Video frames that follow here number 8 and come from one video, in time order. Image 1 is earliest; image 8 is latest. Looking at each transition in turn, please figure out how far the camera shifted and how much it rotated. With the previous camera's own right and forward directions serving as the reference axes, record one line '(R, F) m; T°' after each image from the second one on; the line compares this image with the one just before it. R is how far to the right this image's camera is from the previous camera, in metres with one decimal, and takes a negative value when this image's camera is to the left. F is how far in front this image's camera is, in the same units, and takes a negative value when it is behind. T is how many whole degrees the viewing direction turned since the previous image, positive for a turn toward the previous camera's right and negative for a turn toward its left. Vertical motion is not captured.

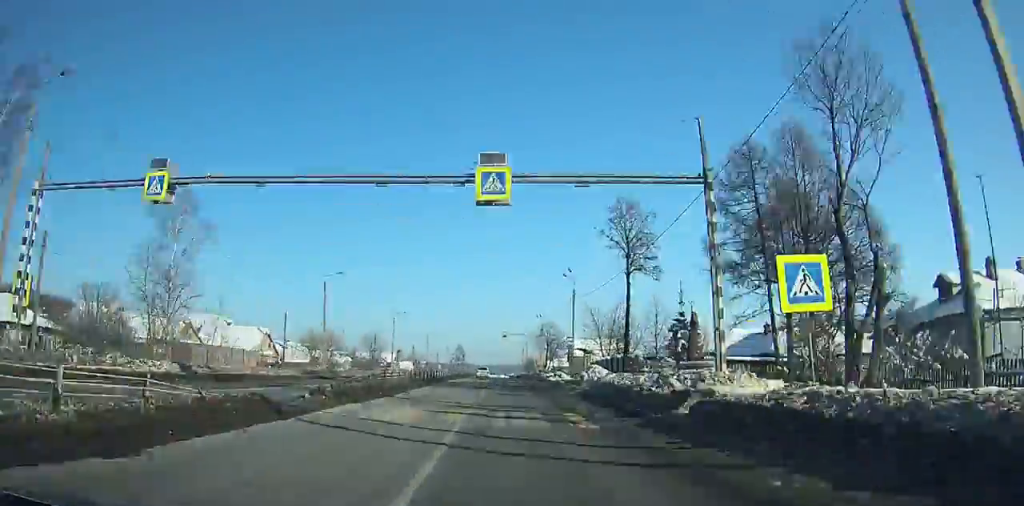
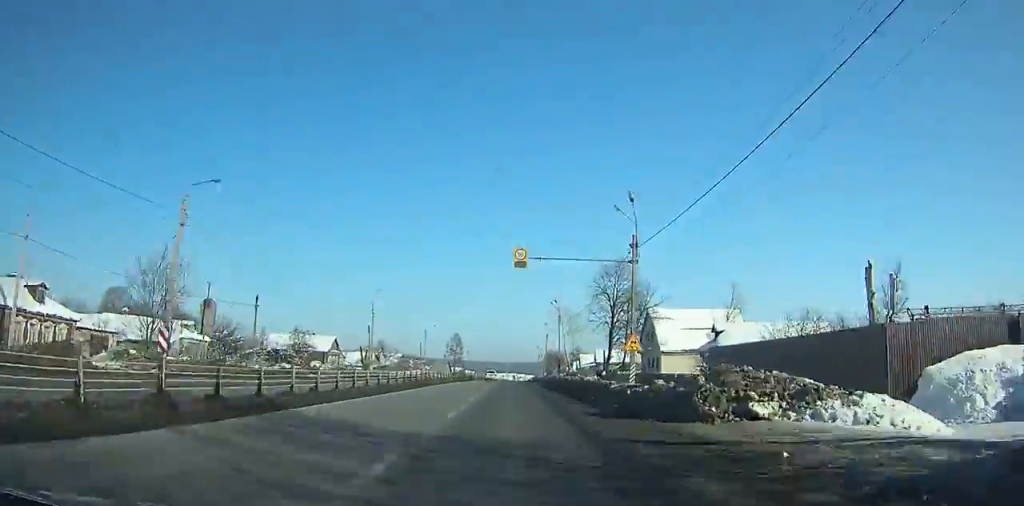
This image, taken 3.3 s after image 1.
(-0.9, +63.6) m; -1°
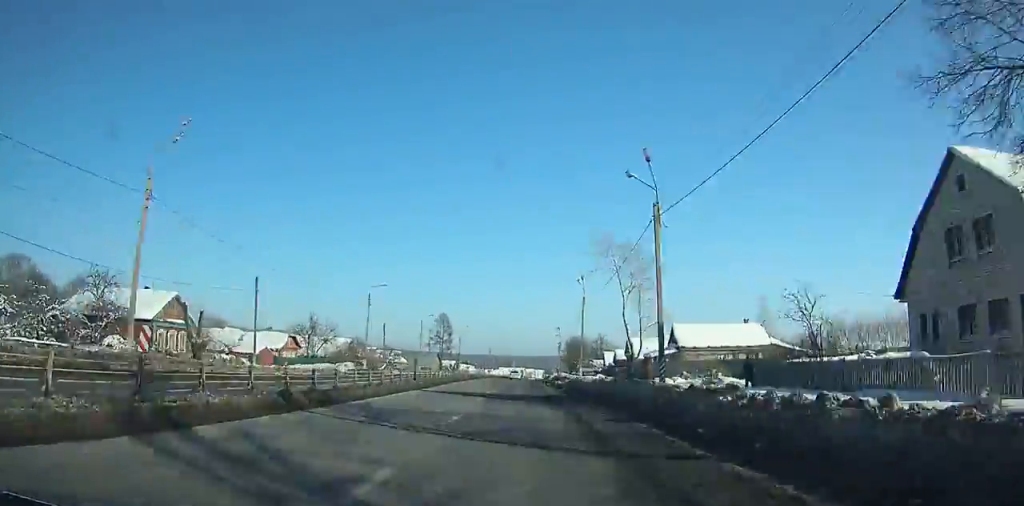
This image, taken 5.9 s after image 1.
(0.0, +49.0) m; 0°
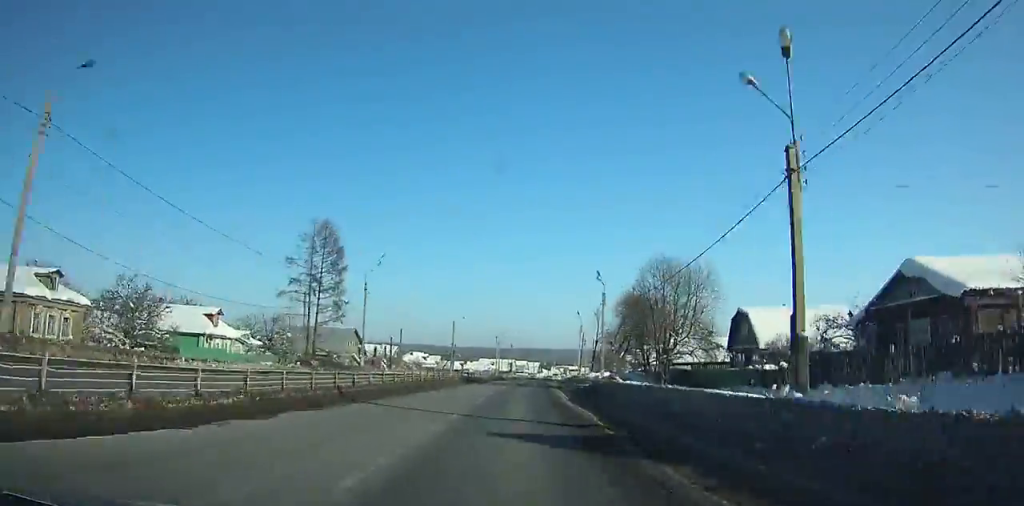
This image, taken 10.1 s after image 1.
(+1.7, +81.1) m; +4°
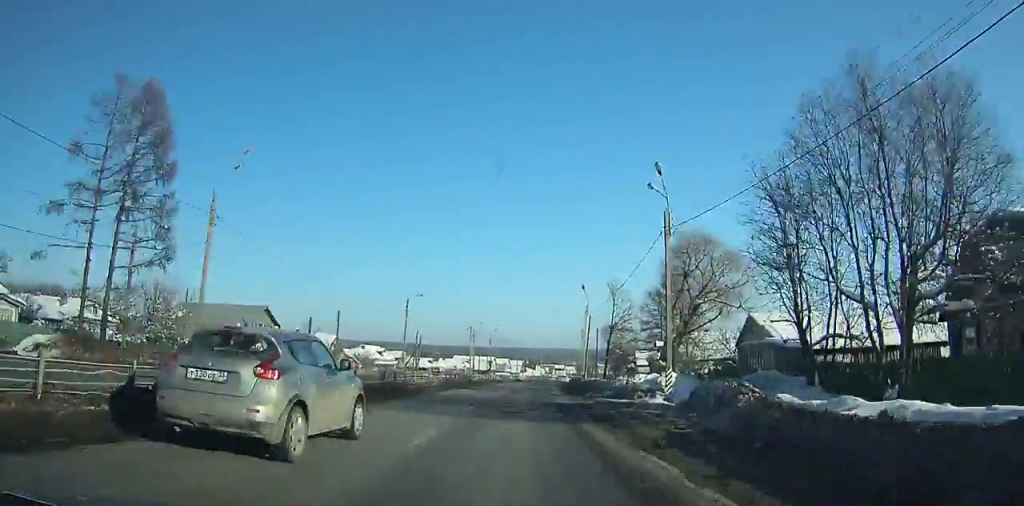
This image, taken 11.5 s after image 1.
(+0.4, +28.1) m; +2°
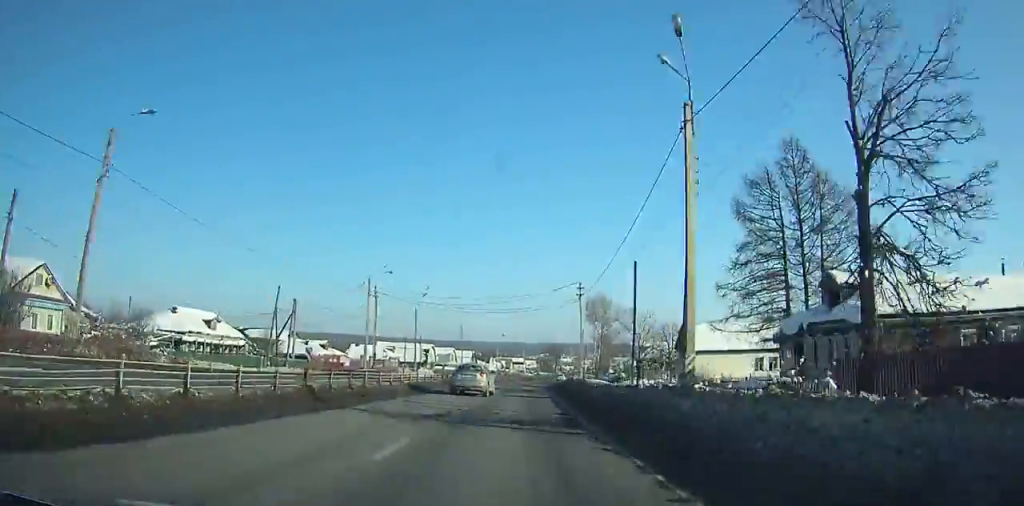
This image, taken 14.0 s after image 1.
(+1.9, +51.9) m; +4°
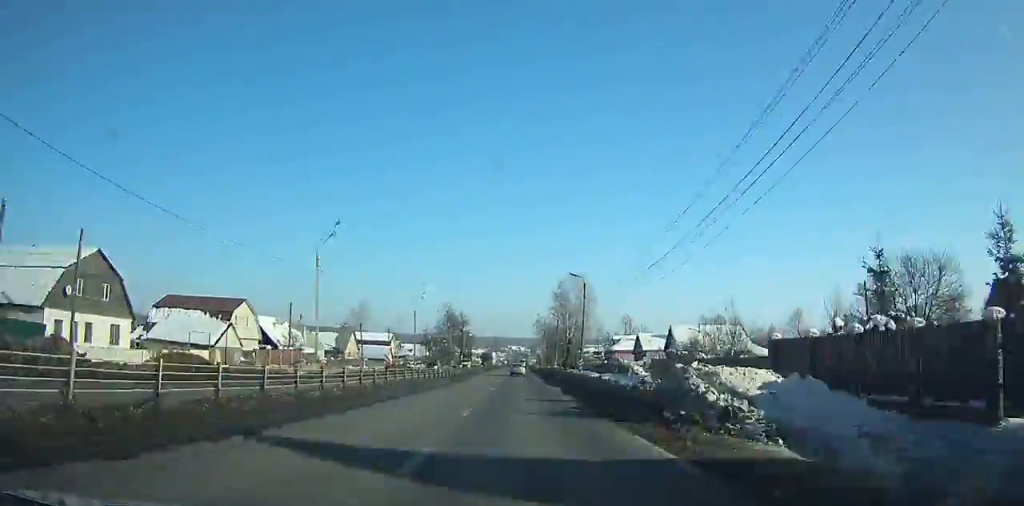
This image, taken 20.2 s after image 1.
(+9.4, +136.4) m; +6°
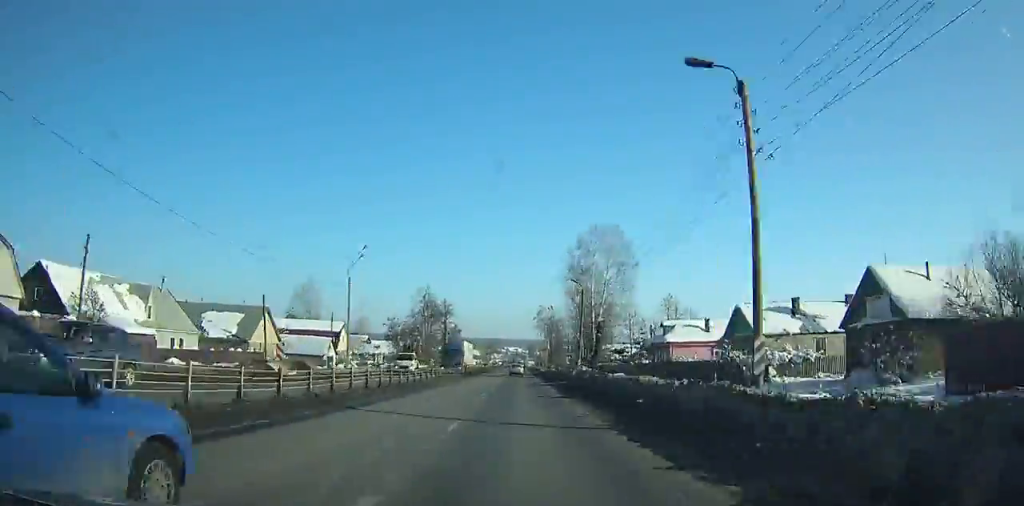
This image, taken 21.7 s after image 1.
(+0.2, +33.9) m; +1°
